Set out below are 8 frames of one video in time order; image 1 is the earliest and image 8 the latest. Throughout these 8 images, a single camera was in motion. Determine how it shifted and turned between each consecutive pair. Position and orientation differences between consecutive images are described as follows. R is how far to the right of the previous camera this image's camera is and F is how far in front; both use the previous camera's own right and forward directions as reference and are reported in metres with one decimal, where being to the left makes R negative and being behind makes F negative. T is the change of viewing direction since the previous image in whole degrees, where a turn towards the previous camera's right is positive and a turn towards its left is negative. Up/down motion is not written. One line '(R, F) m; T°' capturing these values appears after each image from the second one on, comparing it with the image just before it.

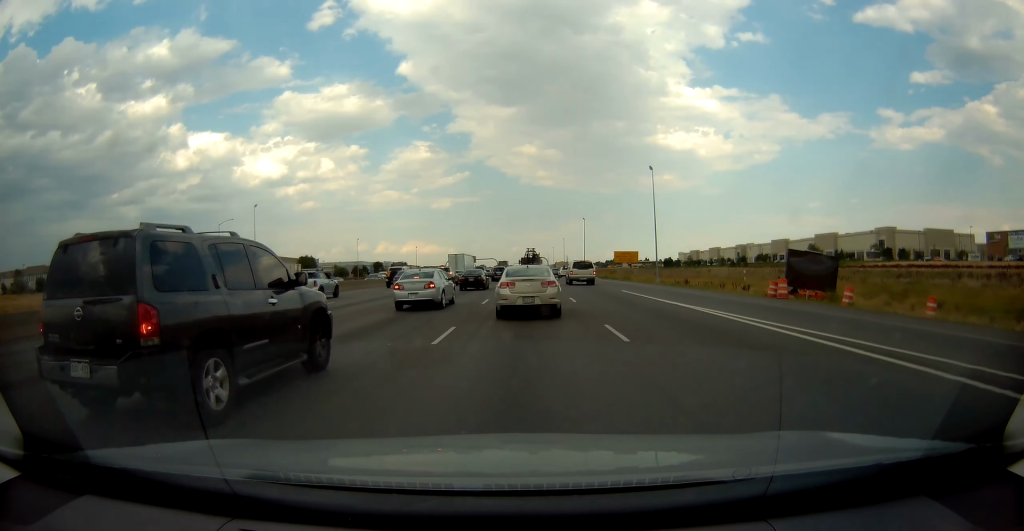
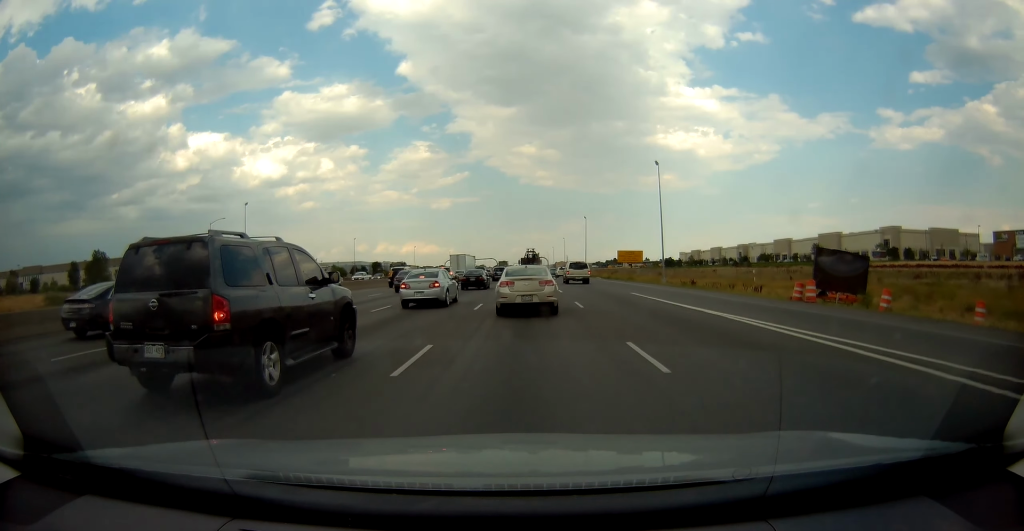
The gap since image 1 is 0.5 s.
(0.0, +3.3) m; 0°
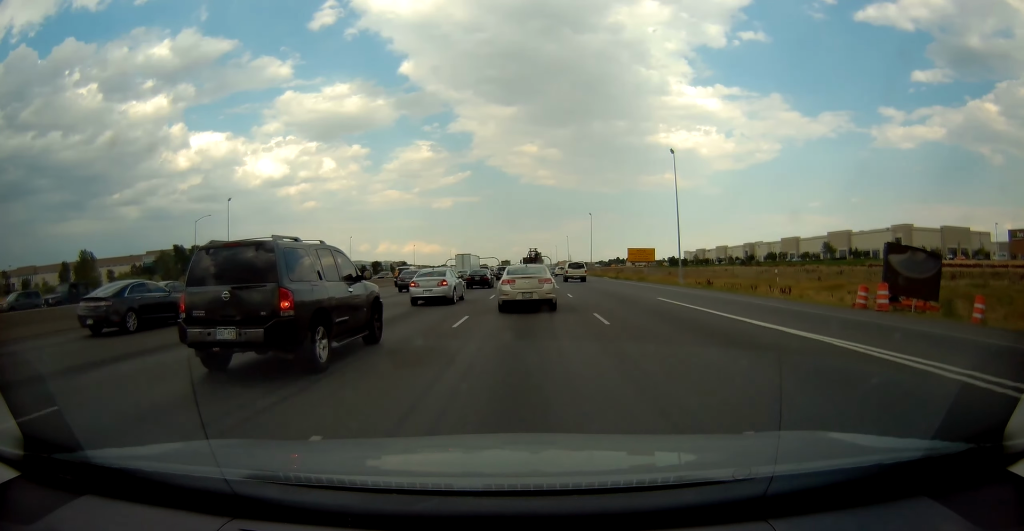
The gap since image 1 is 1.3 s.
(-0.1, +5.9) m; 0°
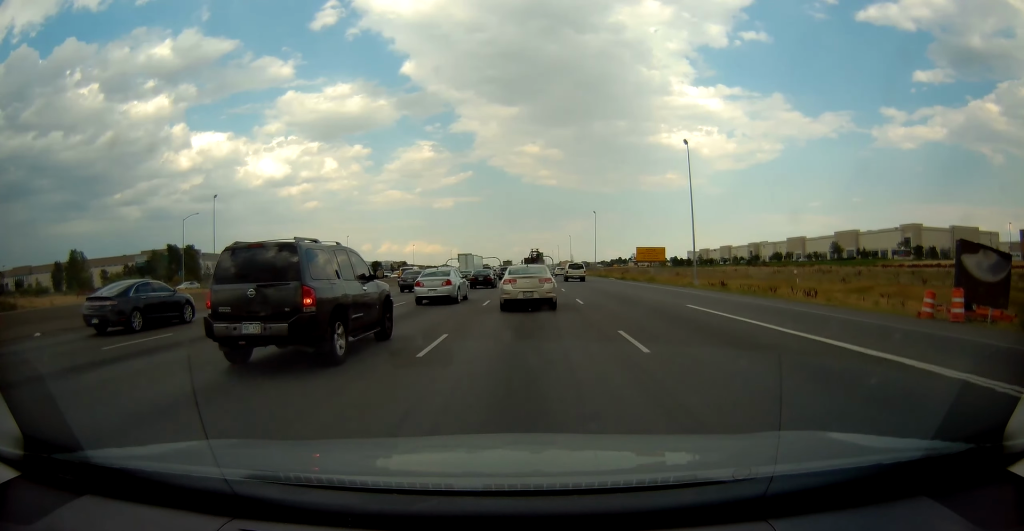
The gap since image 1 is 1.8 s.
(+0.1, +4.4) m; 0°
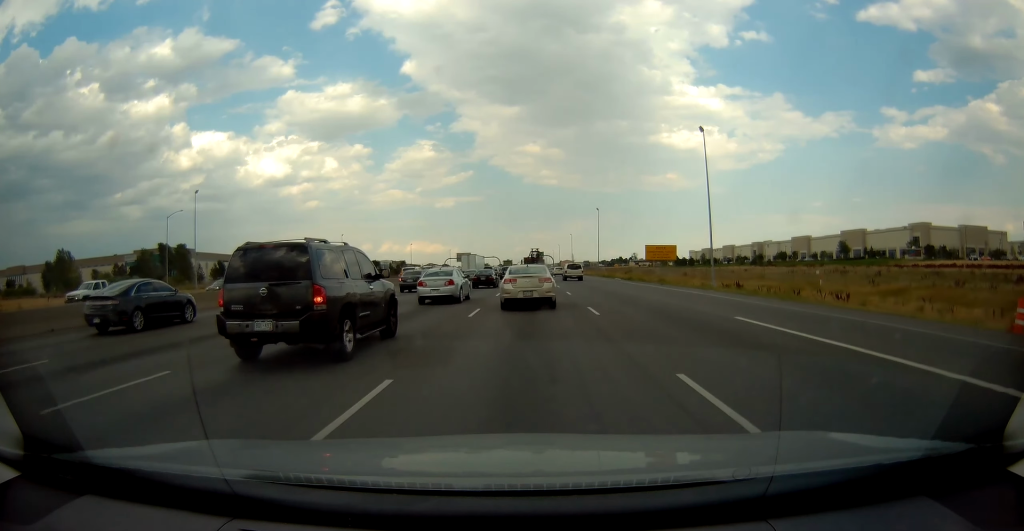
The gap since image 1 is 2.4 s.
(0.0, +4.9) m; 0°
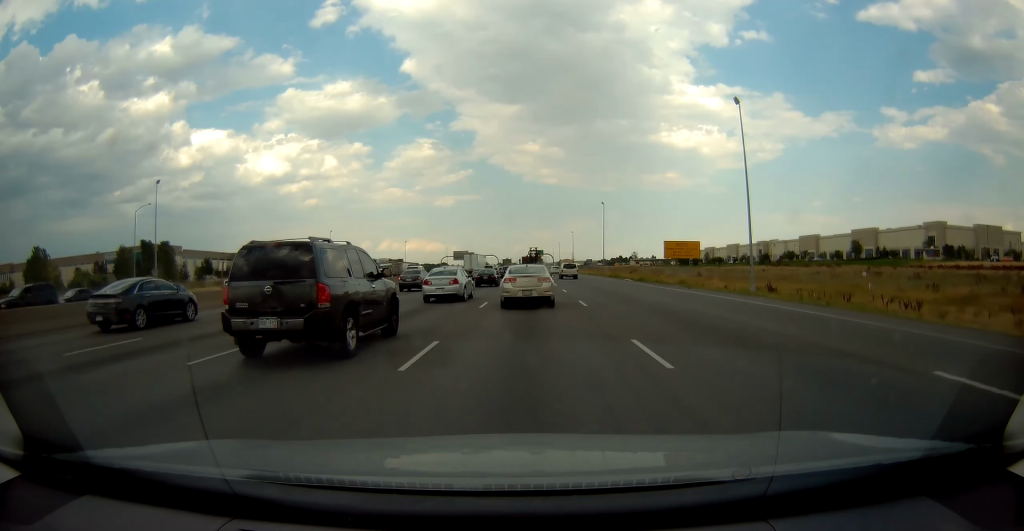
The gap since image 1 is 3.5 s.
(-0.1, +8.6) m; -1°
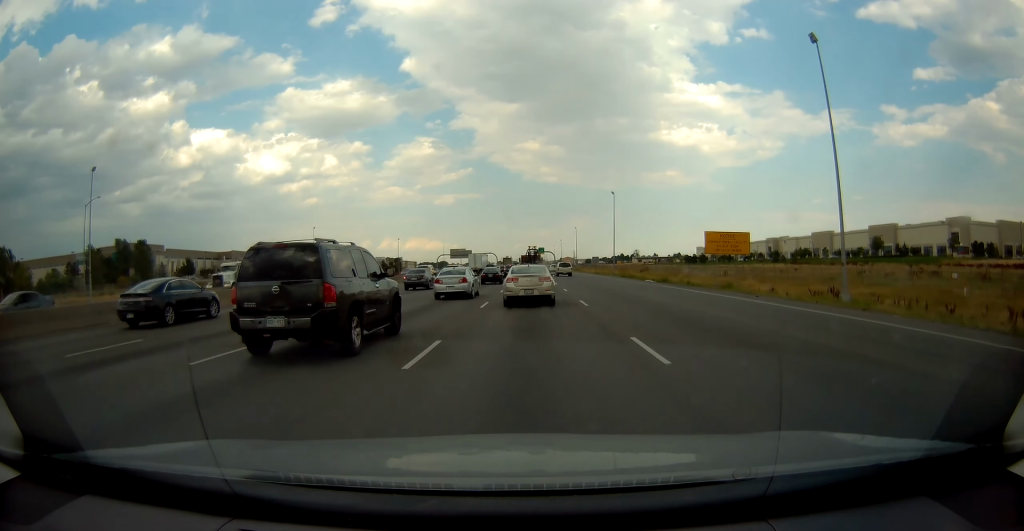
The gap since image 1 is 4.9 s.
(0.0, +12.2) m; 0°
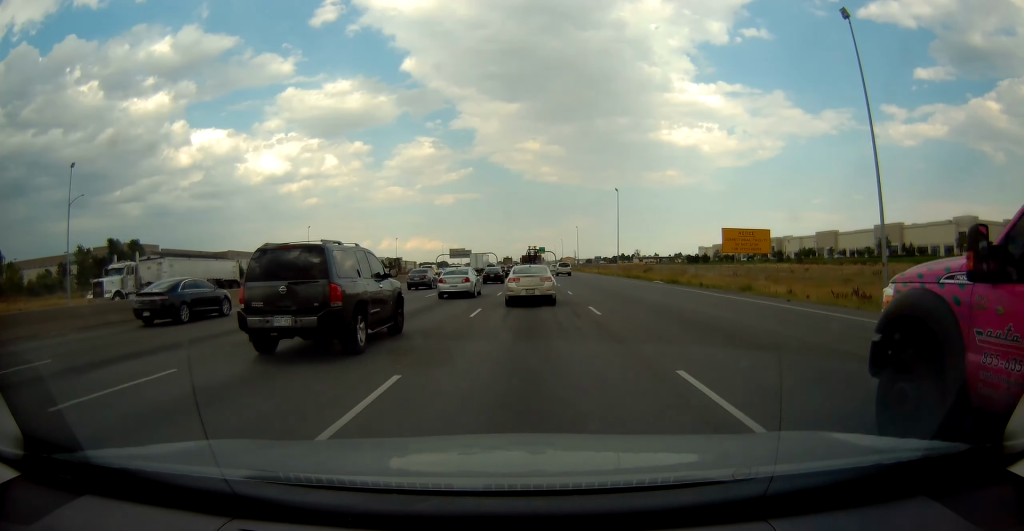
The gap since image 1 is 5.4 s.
(0.0, +3.6) m; 0°
